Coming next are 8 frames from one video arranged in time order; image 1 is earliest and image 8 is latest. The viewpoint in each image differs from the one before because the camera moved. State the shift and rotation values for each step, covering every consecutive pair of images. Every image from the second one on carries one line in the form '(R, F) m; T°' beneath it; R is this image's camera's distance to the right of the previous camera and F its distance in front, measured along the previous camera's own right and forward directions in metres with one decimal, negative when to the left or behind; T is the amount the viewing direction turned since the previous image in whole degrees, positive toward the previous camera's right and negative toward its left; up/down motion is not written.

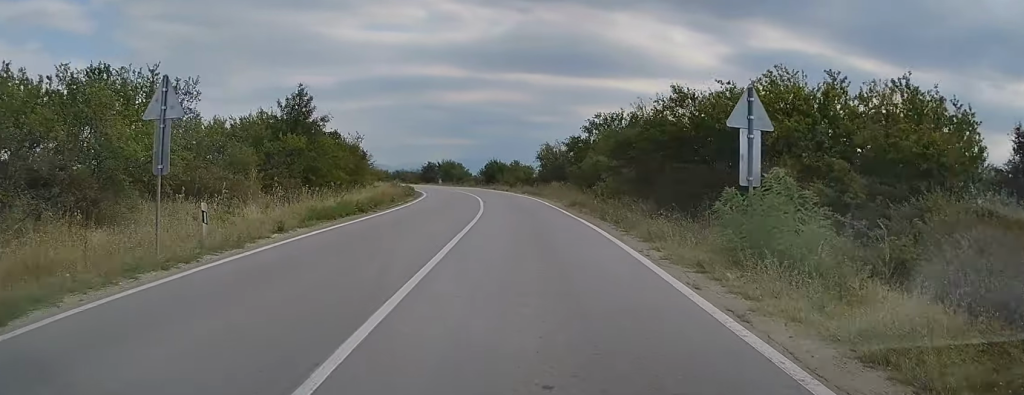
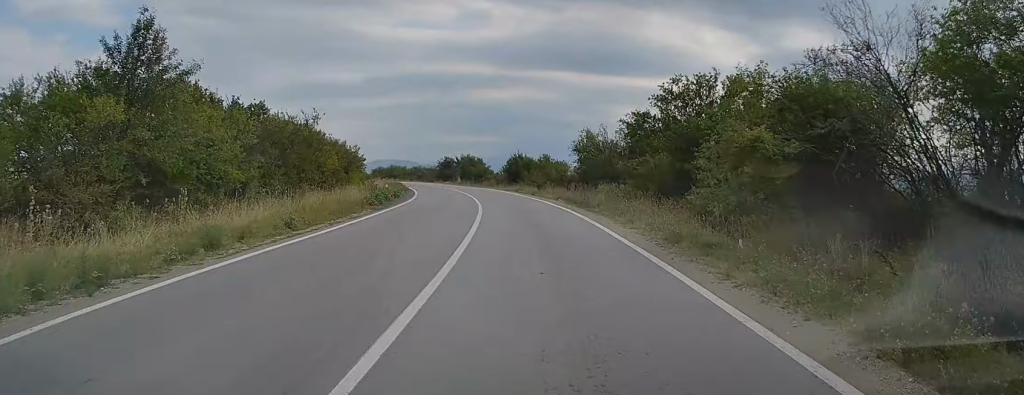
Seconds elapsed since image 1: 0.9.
(-0.3, +17.5) m; -2°
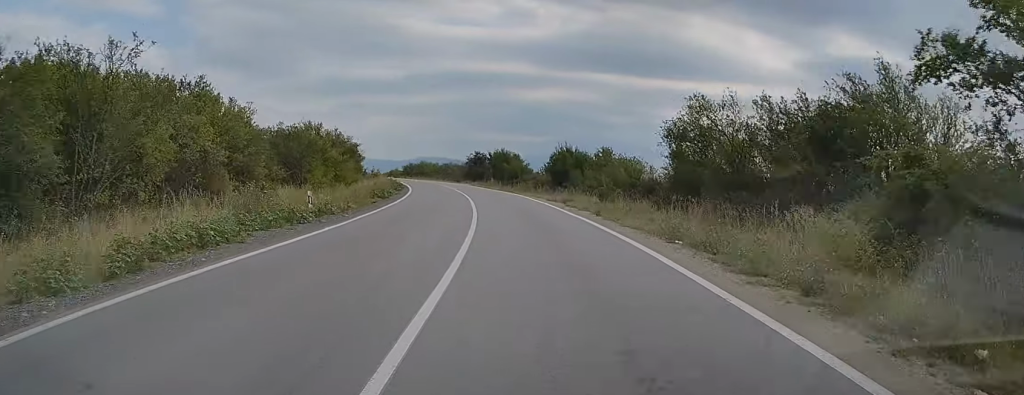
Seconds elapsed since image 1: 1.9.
(-0.5, +21.6) m; -3°
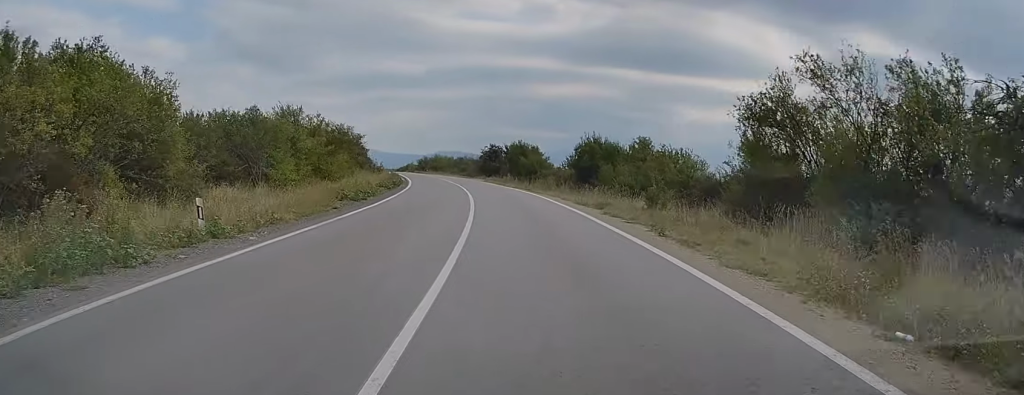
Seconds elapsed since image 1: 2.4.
(+0.1, +8.8) m; -2°
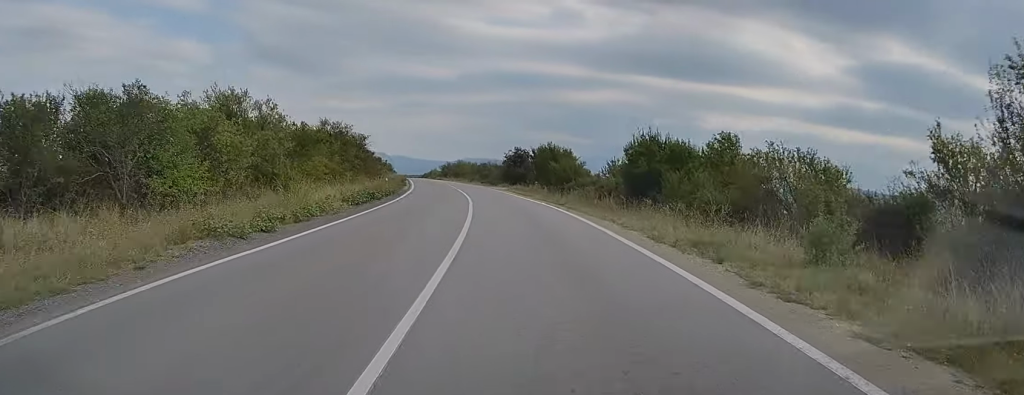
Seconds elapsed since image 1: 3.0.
(-0.5, +12.6) m; -2°
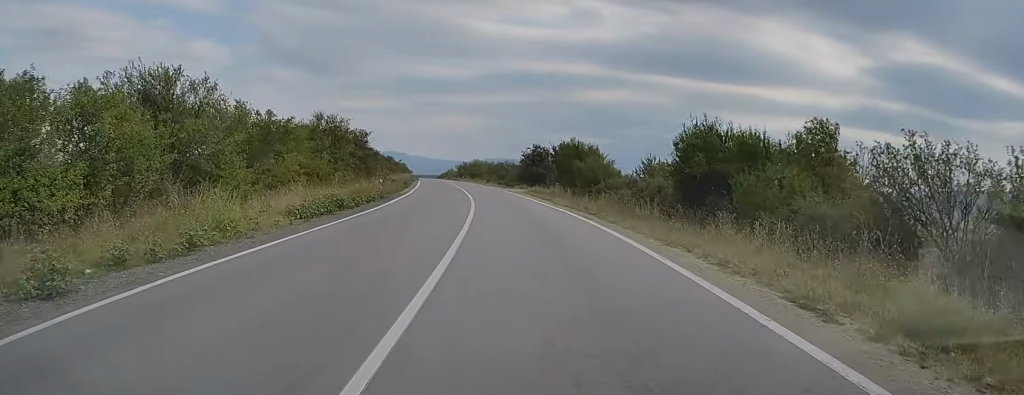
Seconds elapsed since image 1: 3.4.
(0.0, +8.0) m; -1°
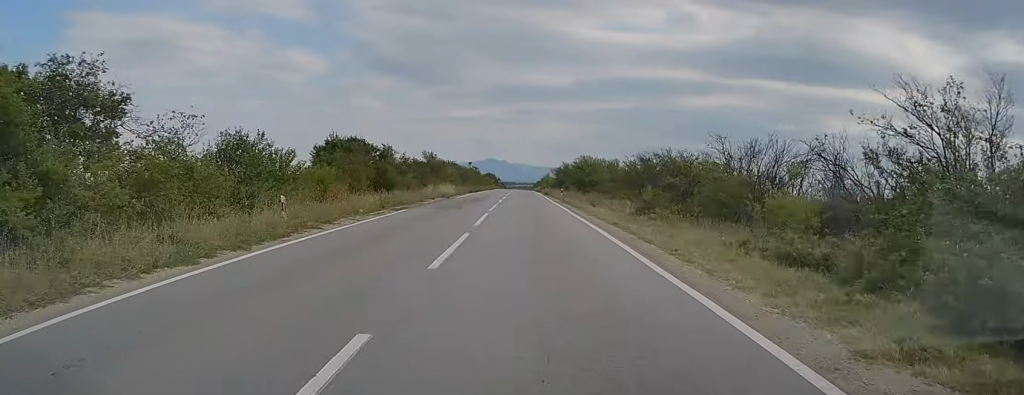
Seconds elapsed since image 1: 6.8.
(-5.8, +70.4) m; -7°
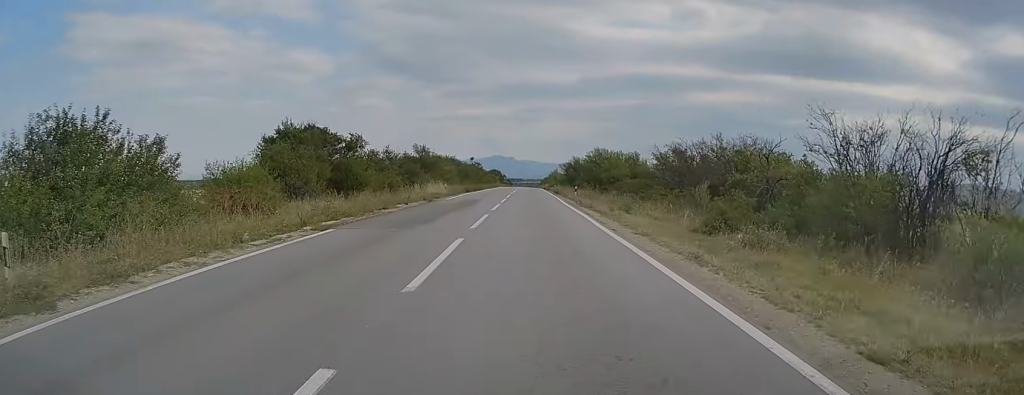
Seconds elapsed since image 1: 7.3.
(0.0, +11.2) m; 0°
